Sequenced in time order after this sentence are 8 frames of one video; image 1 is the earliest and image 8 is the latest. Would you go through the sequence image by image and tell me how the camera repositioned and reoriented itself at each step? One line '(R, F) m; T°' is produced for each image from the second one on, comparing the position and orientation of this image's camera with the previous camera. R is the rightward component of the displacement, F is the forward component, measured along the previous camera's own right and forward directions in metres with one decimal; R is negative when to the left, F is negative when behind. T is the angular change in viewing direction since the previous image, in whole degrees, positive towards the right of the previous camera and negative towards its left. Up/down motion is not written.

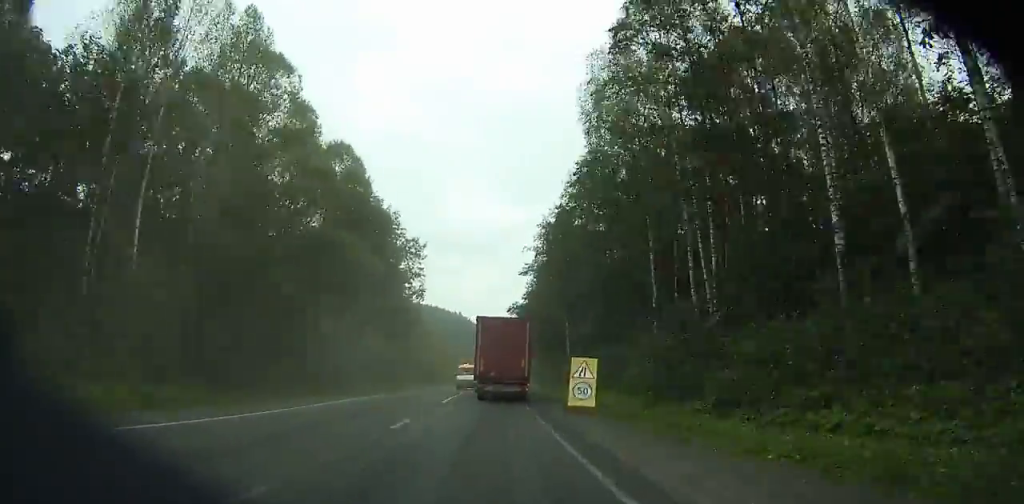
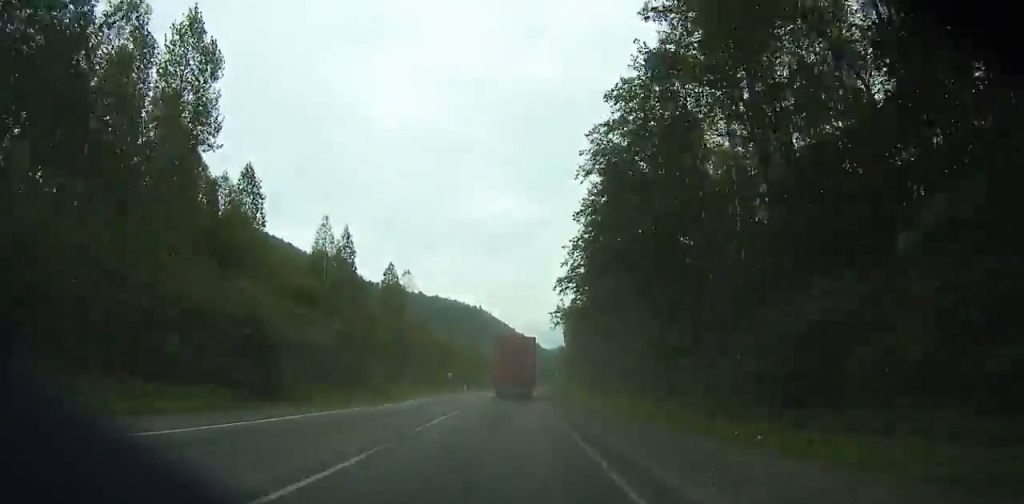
(-0.2, +75.7) m; -1°
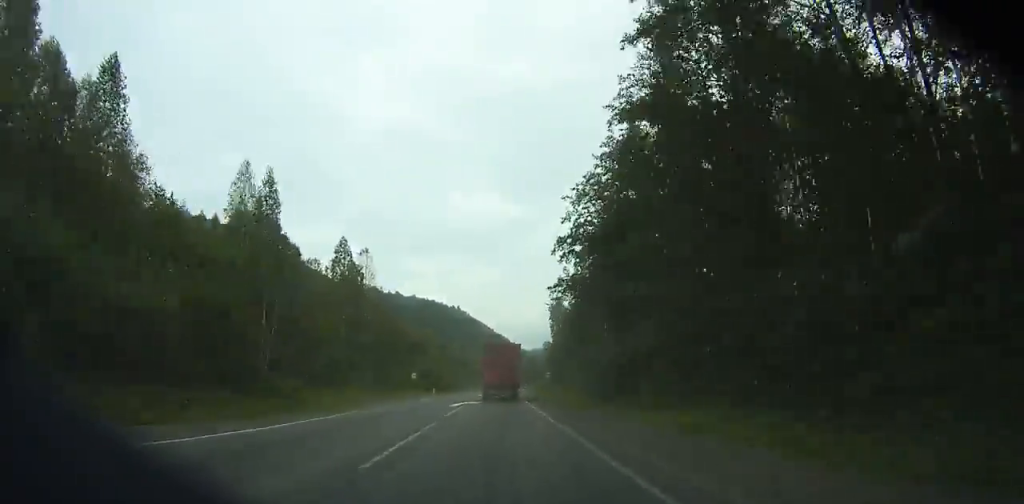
(-0.2, +16.8) m; 0°
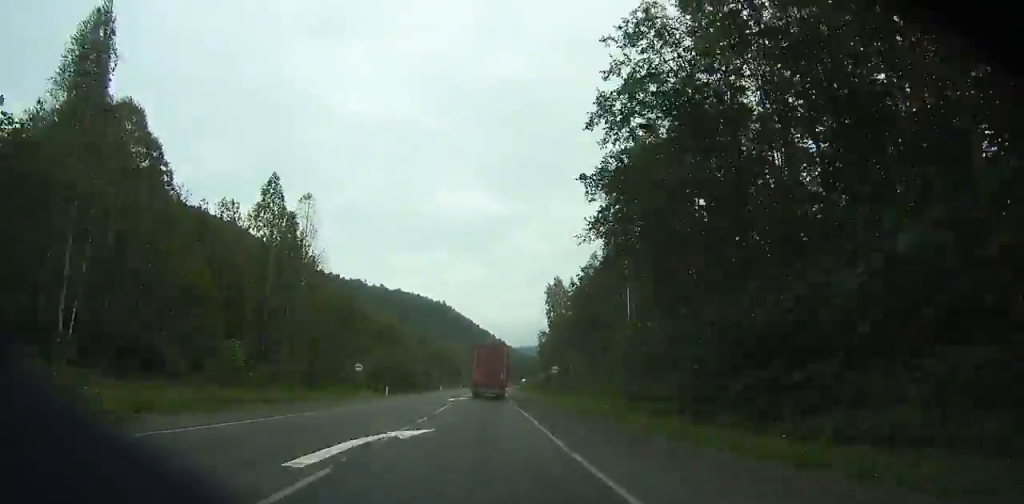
(+0.1, +21.5) m; +1°
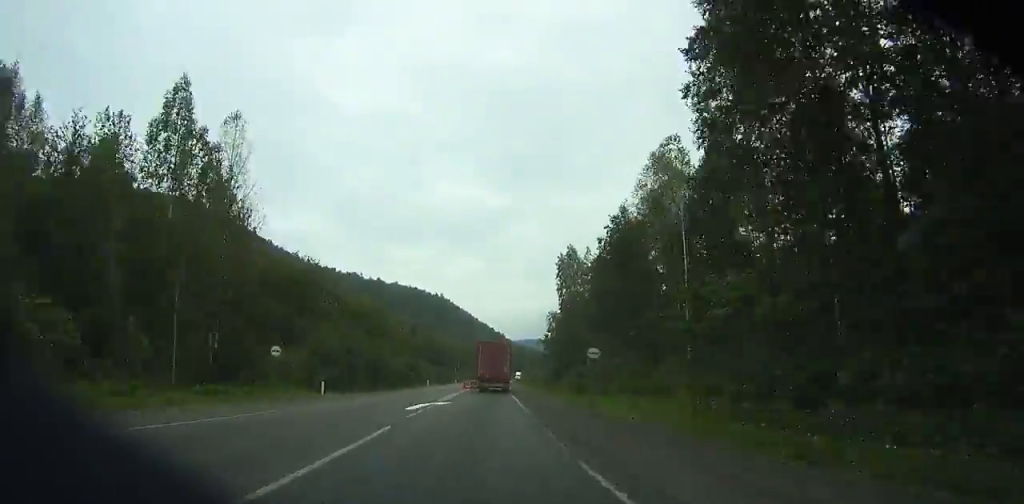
(-0.1, +17.2) m; +1°
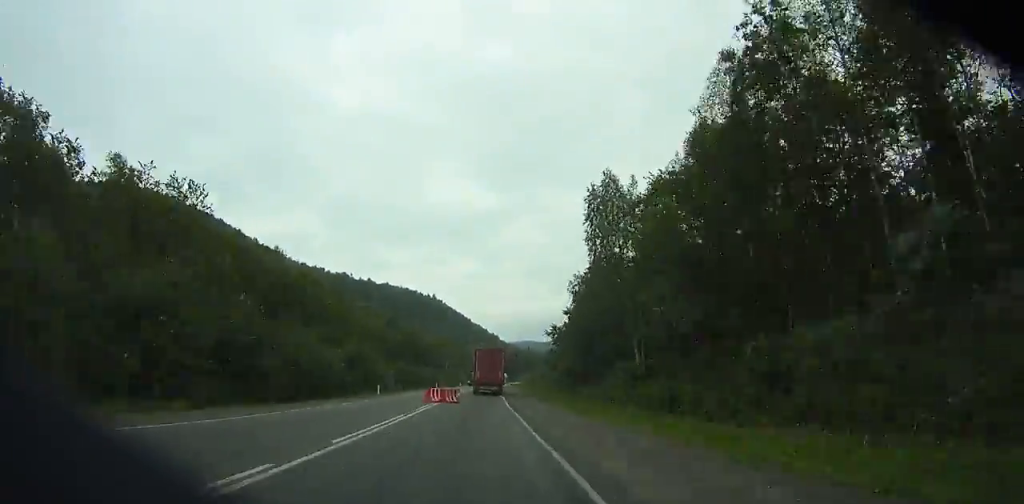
(+0.3, +28.3) m; +1°
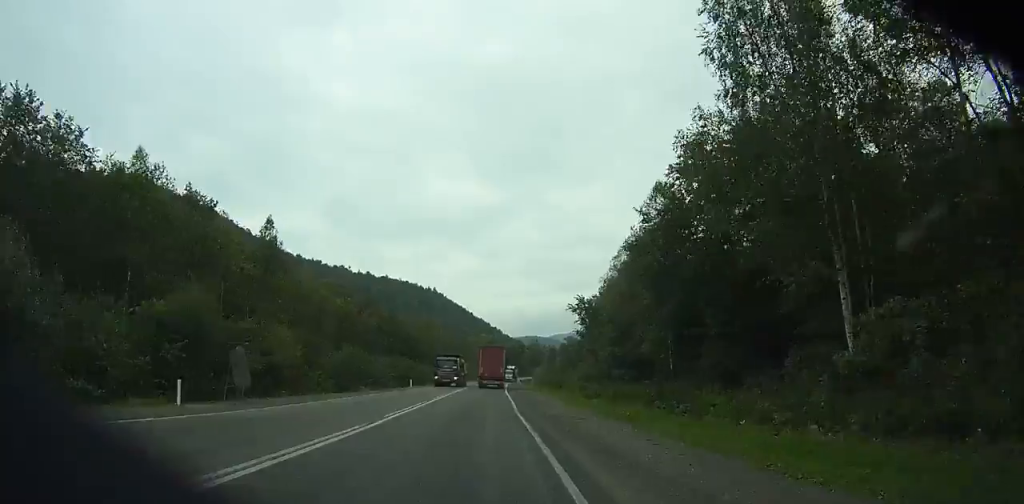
(+0.3, +30.4) m; 0°
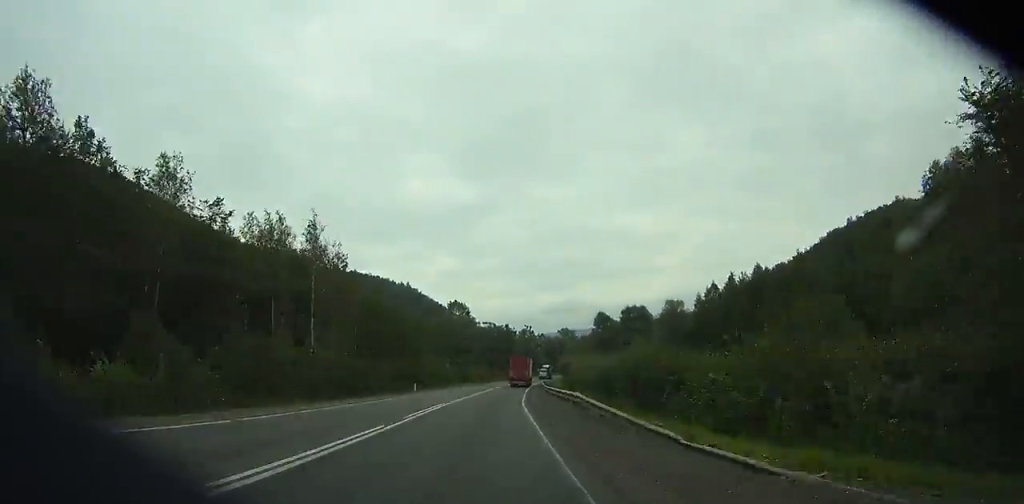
(+0.4, +93.6) m; +2°
